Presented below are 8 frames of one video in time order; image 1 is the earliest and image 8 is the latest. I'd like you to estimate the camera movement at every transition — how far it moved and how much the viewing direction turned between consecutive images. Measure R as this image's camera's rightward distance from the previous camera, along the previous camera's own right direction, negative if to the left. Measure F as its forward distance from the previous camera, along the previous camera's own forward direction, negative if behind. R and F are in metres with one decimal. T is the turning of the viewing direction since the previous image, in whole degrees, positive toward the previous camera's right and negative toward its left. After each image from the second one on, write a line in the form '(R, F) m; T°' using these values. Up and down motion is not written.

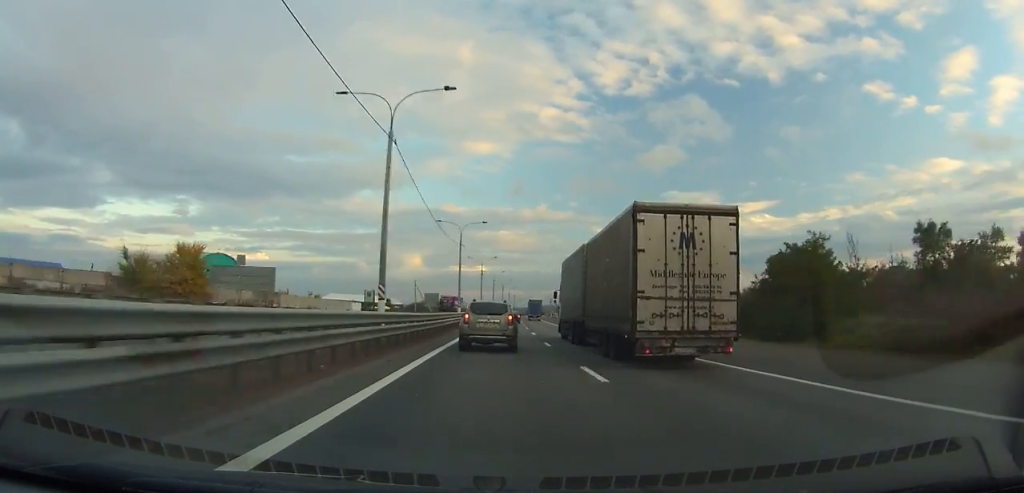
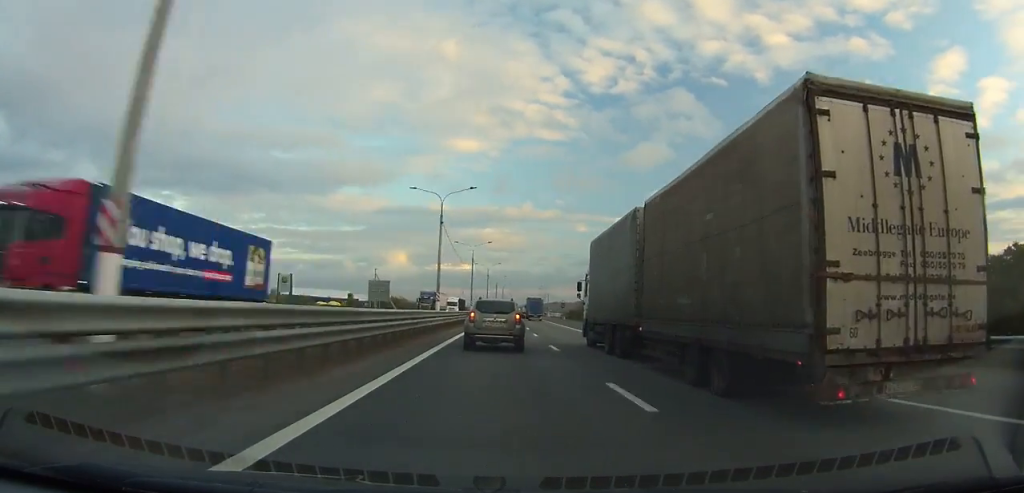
(+0.7, +50.5) m; +1°
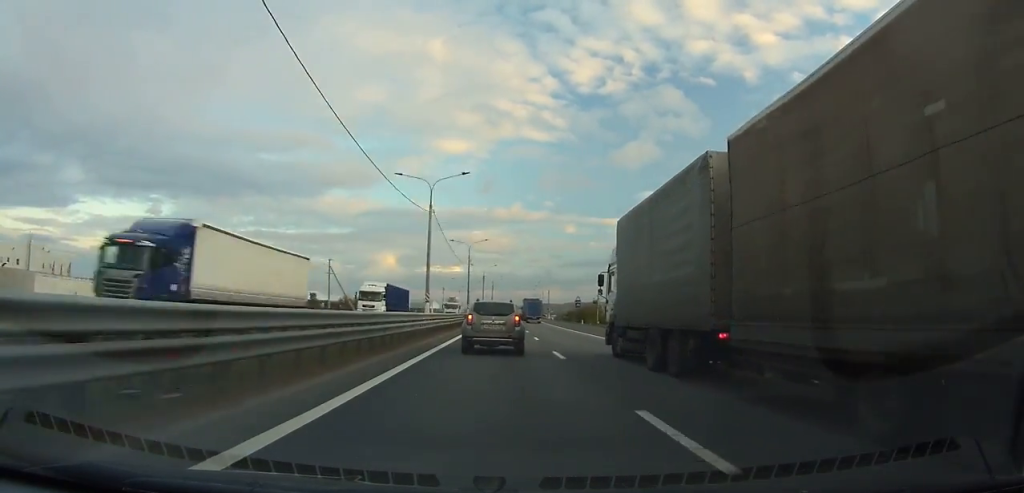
(+0.3, +39.4) m; +1°
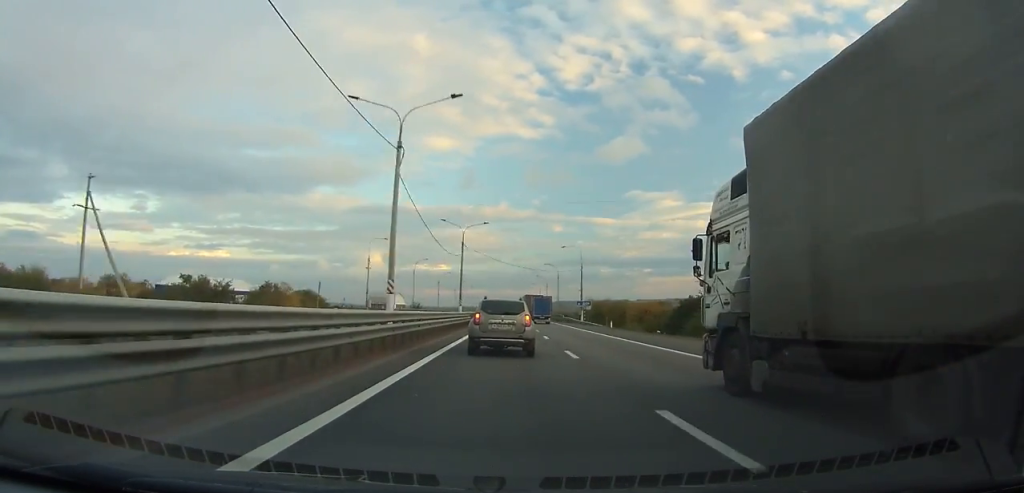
(+1.1, +83.1) m; +2°
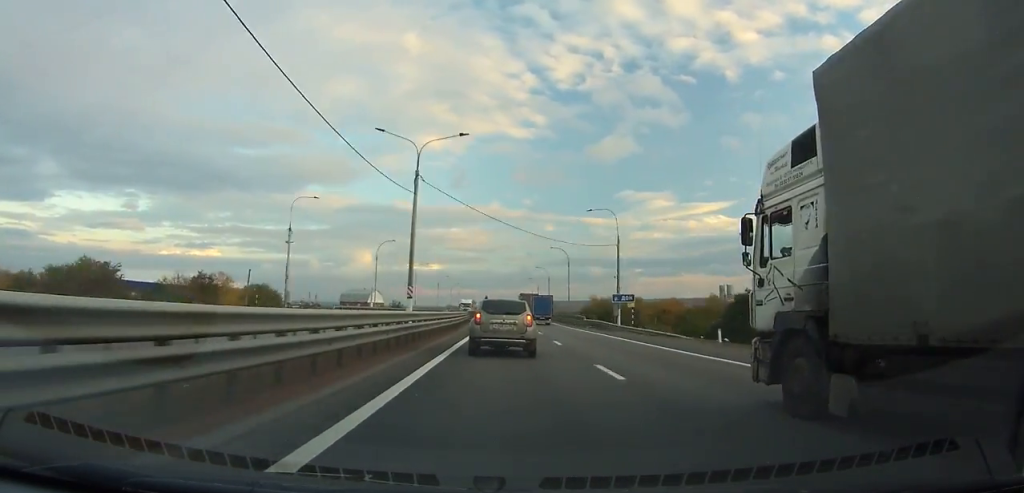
(+0.4, +28.3) m; 0°
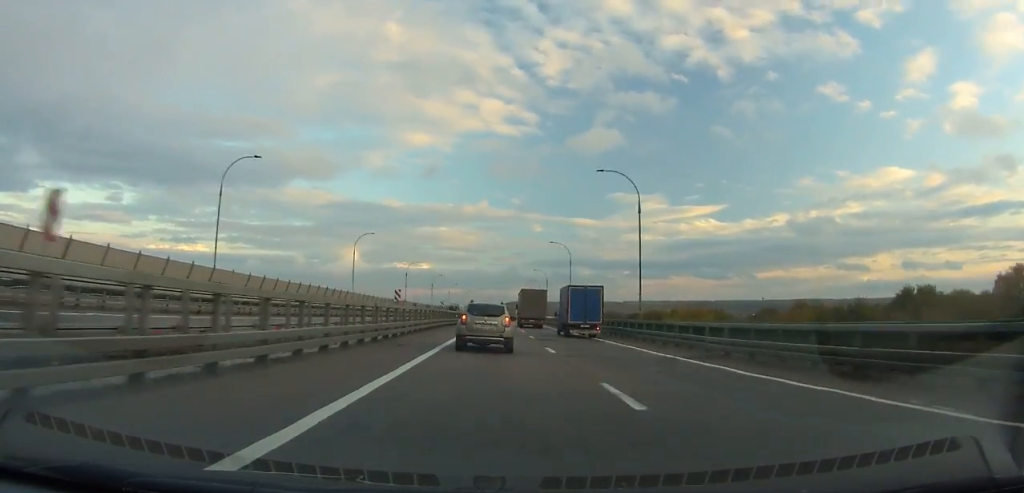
(+3.3, +189.9) m; +1°
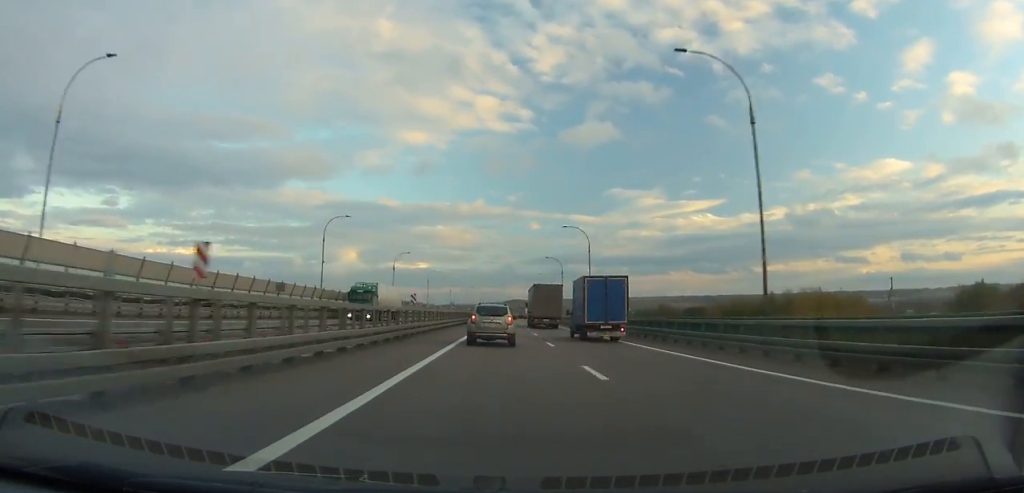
(+0.1, +53.0) m; 0°
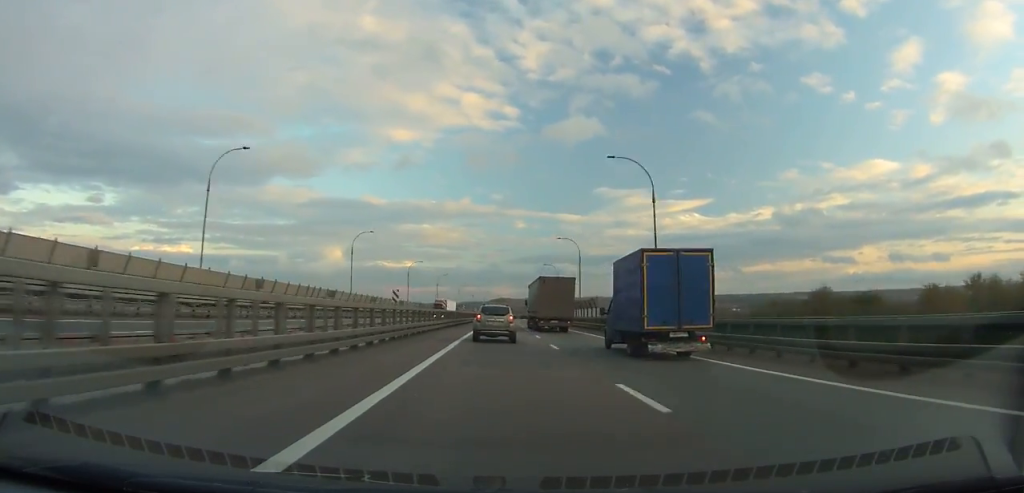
(0.0, +59.2) m; +1°
